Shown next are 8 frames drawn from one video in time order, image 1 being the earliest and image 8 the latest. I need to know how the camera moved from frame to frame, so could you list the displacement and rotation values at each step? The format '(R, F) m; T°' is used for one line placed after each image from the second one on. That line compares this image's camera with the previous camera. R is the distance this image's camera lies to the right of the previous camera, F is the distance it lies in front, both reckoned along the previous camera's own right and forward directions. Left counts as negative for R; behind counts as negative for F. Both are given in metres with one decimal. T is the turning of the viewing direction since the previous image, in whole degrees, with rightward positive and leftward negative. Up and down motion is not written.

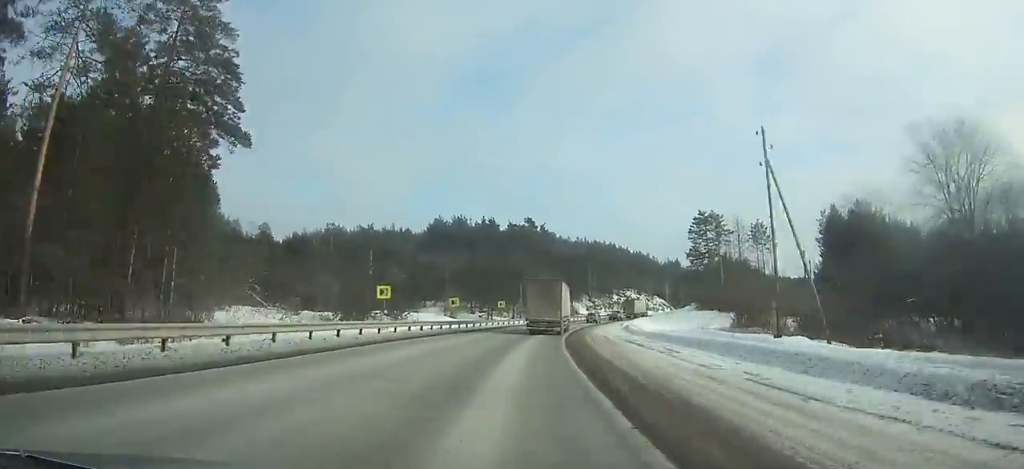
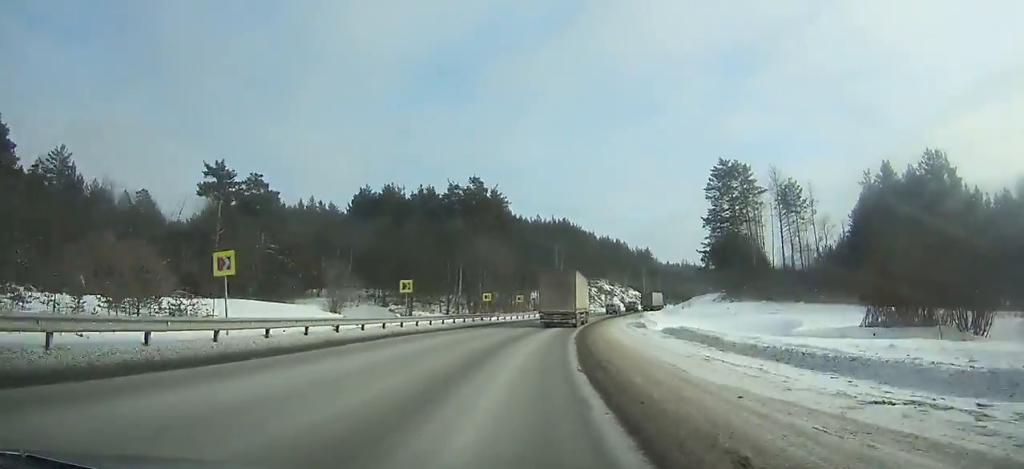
(+0.5, +38.6) m; +4°
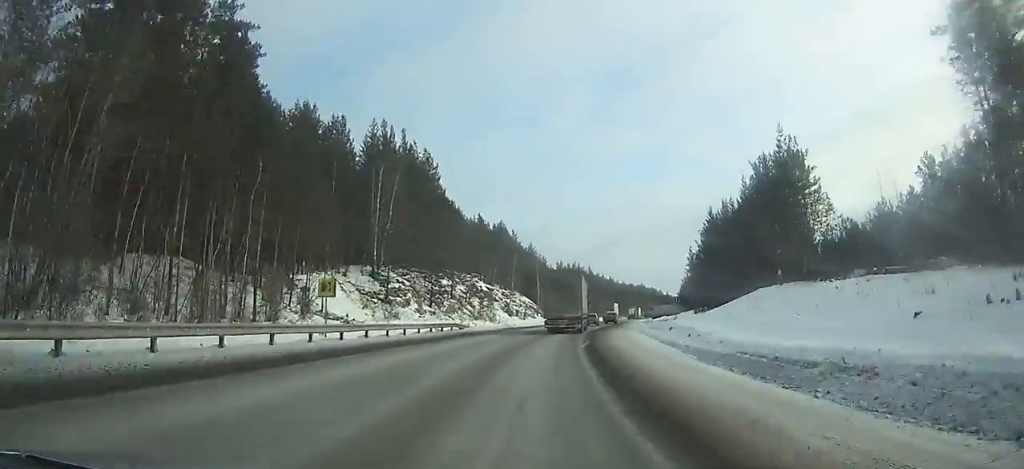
(+8.3, +69.4) m; +13°
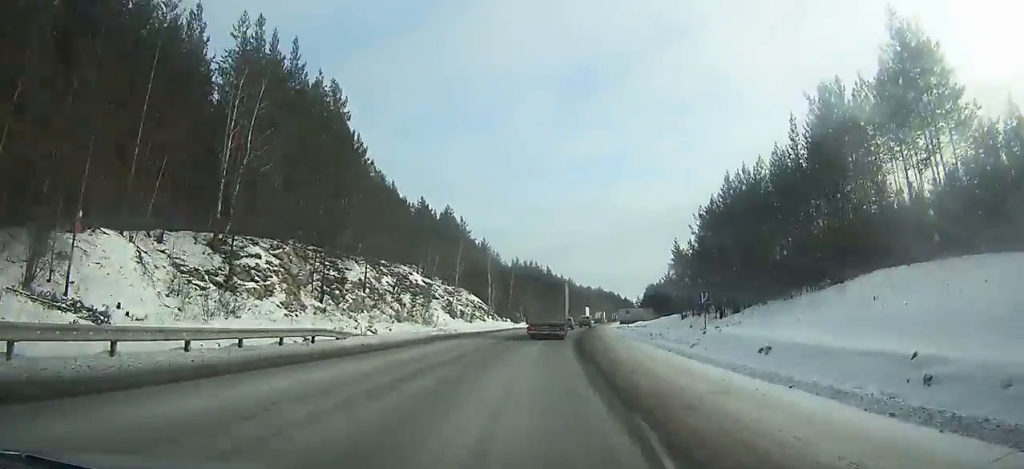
(+0.3, +21.6) m; +4°
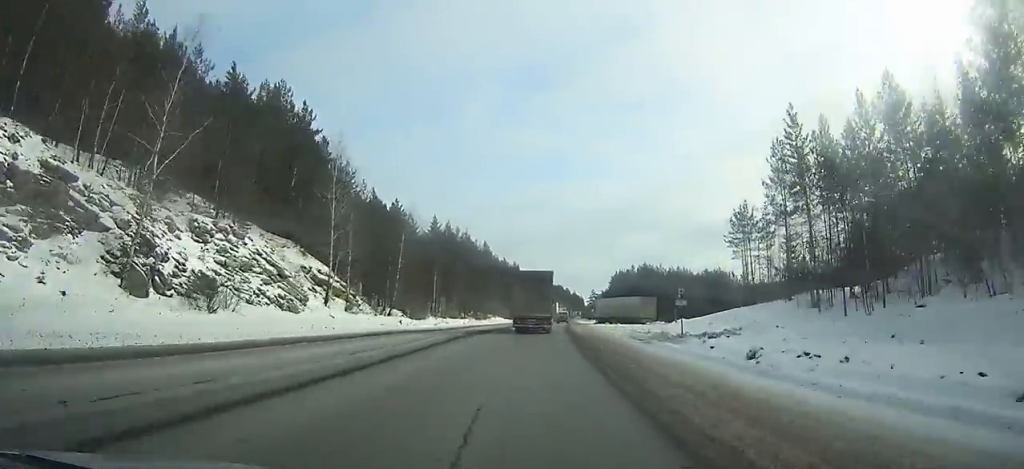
(+4.6, +60.4) m; +6°
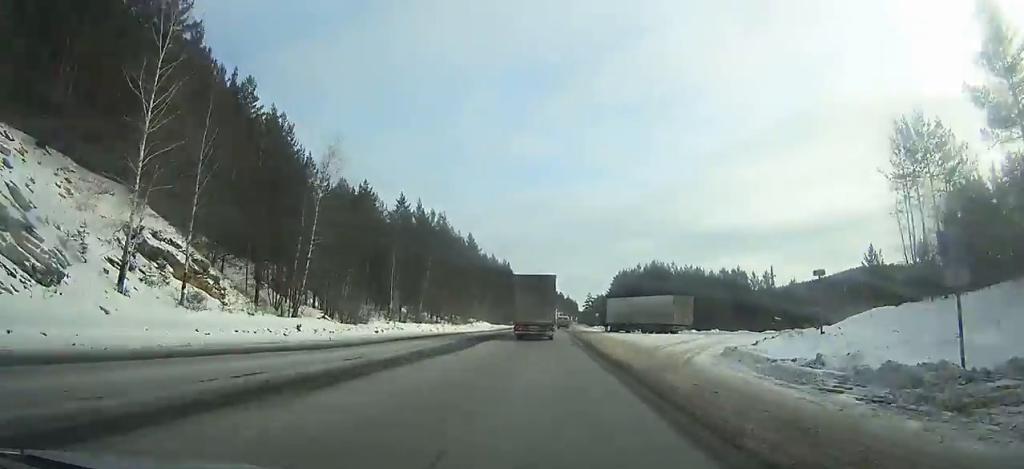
(+0.2, +22.3) m; +1°
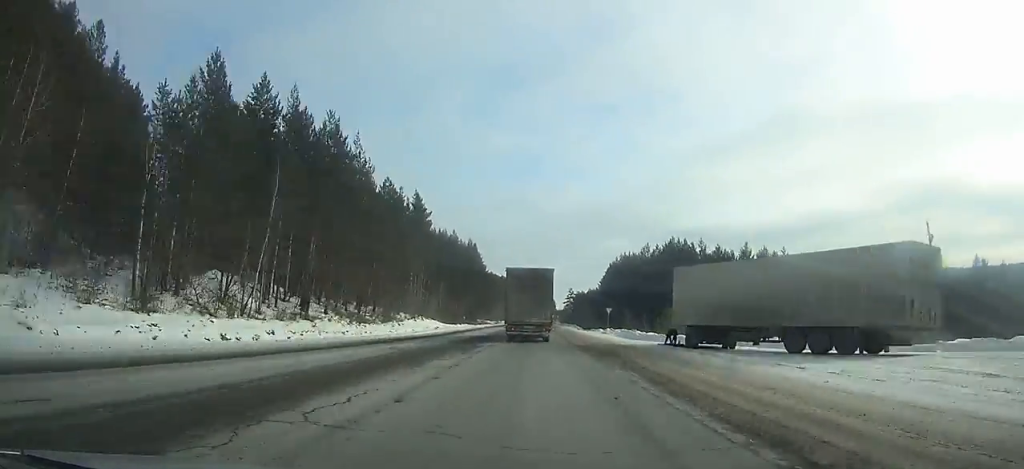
(+0.7, +40.7) m; +1°
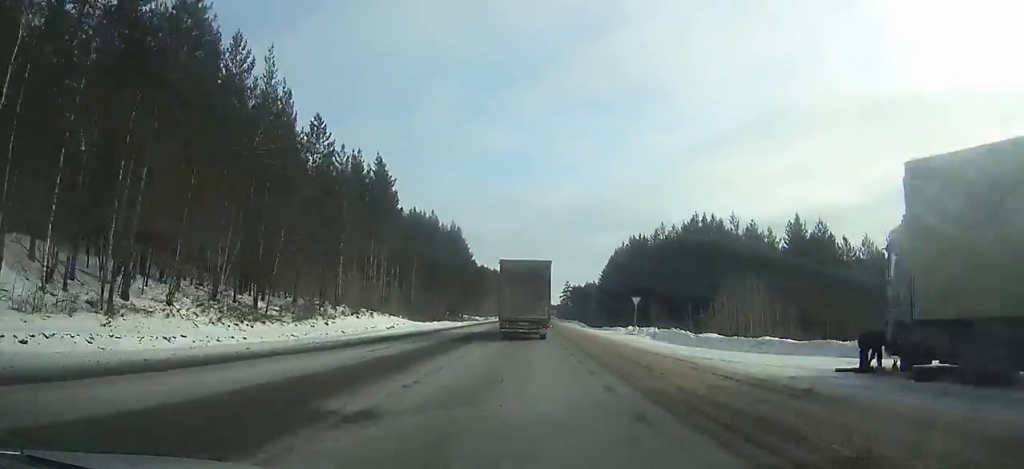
(+0.2, +19.2) m; 0°
